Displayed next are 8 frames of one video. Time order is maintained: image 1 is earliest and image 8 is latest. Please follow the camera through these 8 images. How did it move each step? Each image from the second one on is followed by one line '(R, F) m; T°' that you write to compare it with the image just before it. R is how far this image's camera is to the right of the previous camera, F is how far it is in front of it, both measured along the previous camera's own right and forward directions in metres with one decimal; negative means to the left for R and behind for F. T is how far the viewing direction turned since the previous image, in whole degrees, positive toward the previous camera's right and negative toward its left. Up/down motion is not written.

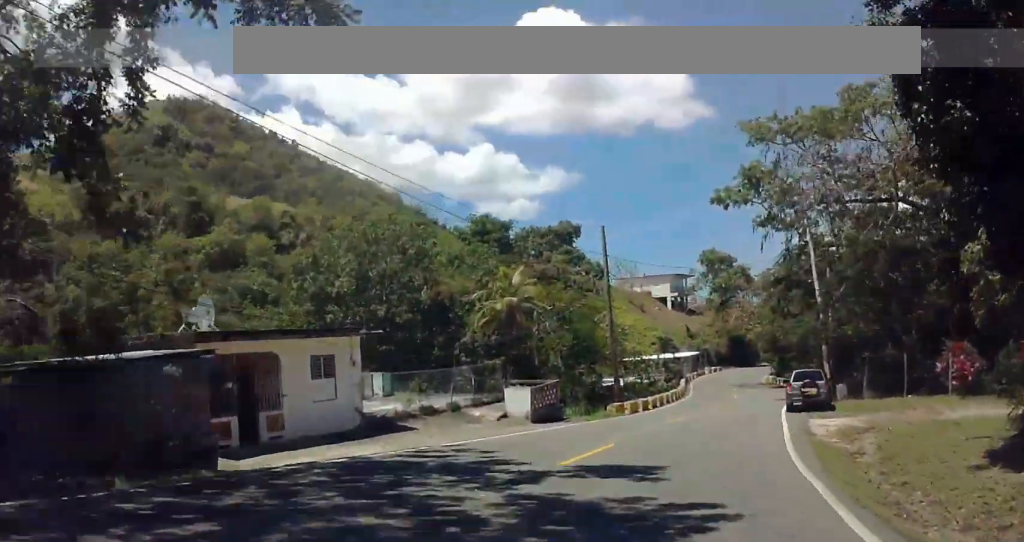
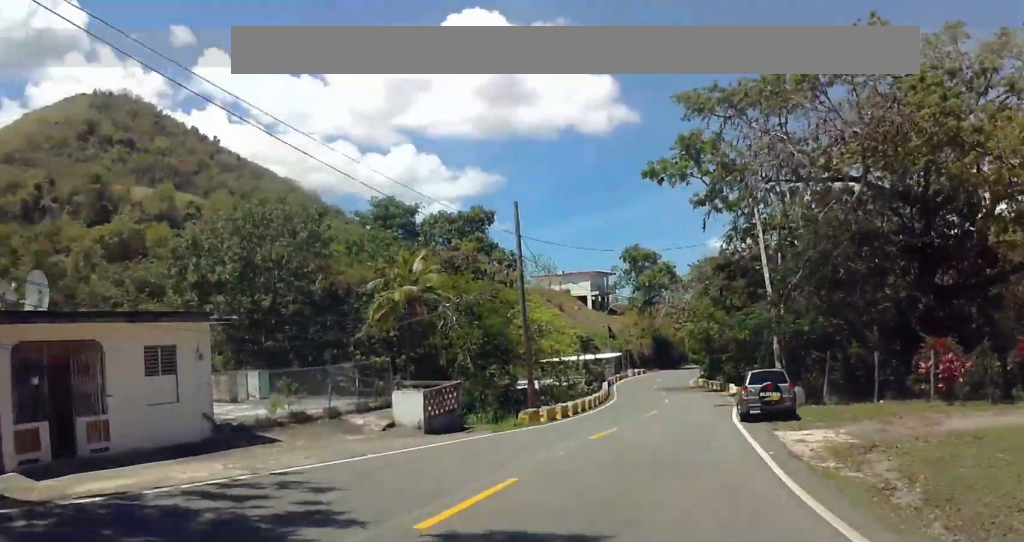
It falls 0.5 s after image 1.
(+0.1, +5.9) m; +1°
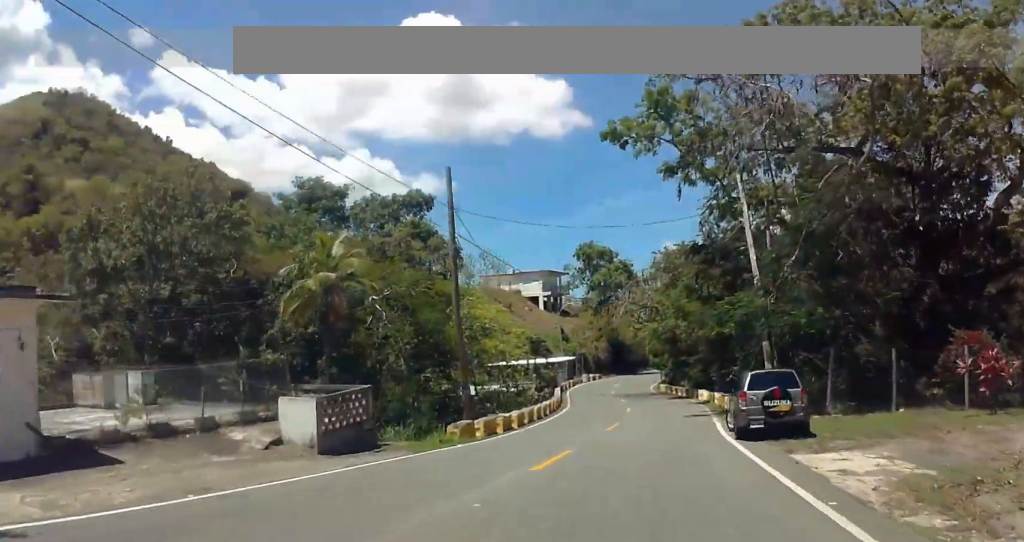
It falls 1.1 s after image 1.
(0.0, +6.0) m; 0°
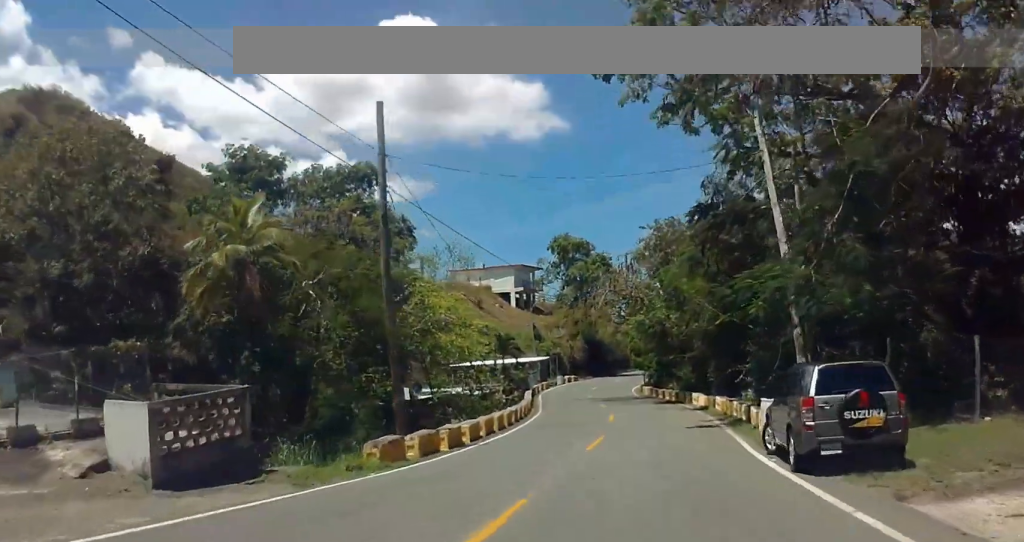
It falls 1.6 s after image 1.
(0.0, +6.8) m; +4°
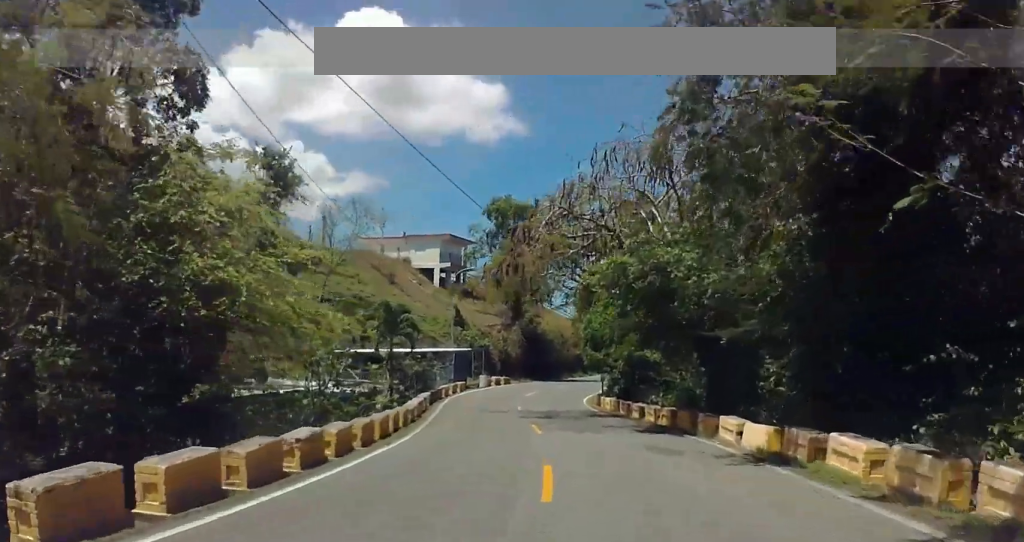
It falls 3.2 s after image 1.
(+2.8, +19.4) m; +16°
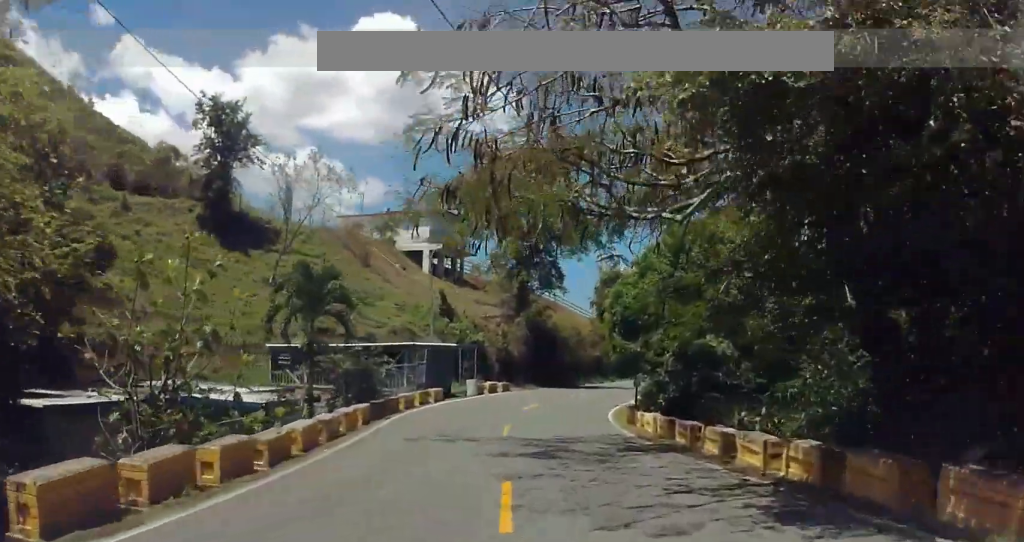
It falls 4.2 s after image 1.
(+0.4, +13.8) m; +2°
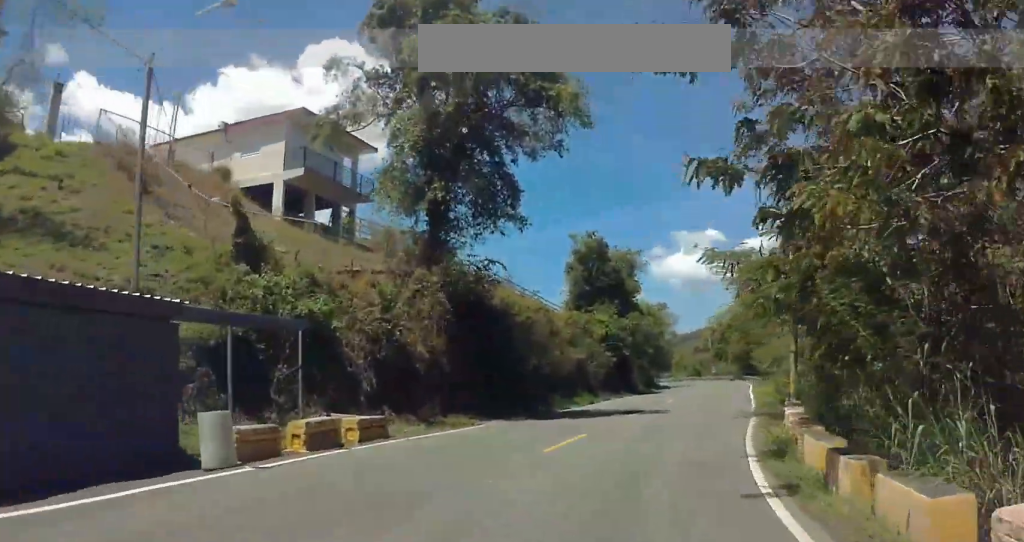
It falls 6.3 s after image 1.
(0.0, +29.3) m; 0°
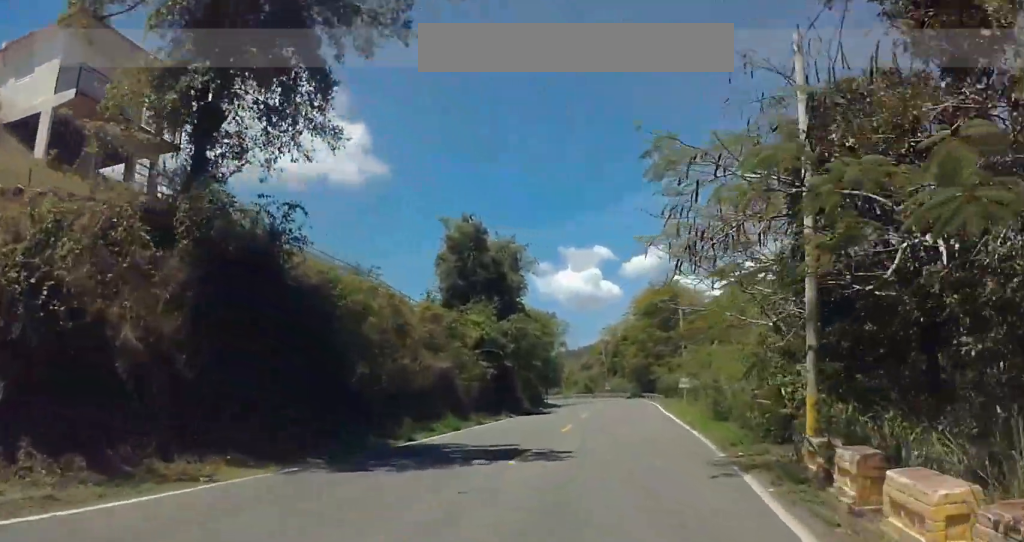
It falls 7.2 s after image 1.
(-0.1, +11.9) m; +4°
